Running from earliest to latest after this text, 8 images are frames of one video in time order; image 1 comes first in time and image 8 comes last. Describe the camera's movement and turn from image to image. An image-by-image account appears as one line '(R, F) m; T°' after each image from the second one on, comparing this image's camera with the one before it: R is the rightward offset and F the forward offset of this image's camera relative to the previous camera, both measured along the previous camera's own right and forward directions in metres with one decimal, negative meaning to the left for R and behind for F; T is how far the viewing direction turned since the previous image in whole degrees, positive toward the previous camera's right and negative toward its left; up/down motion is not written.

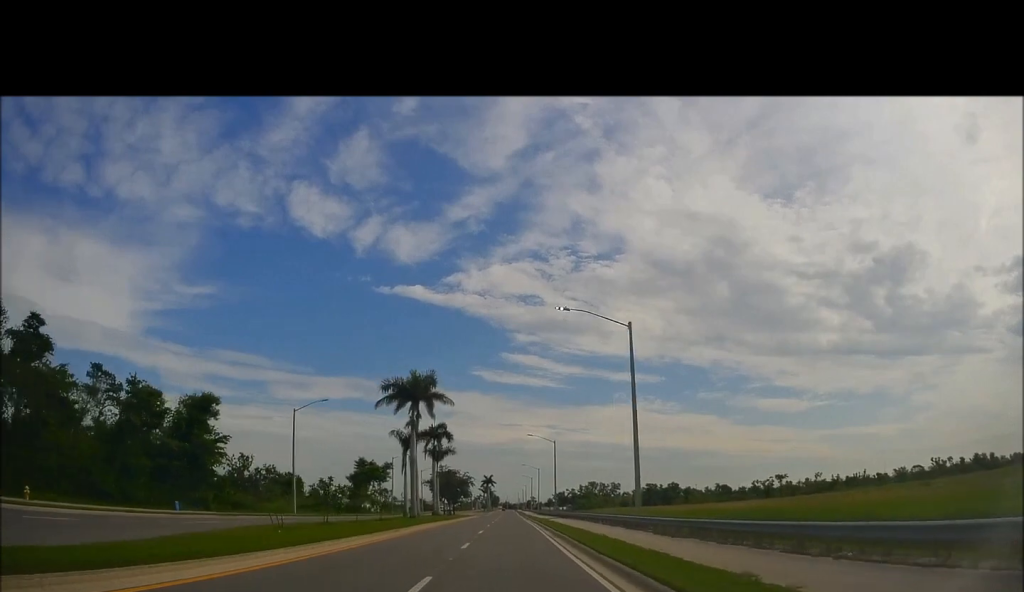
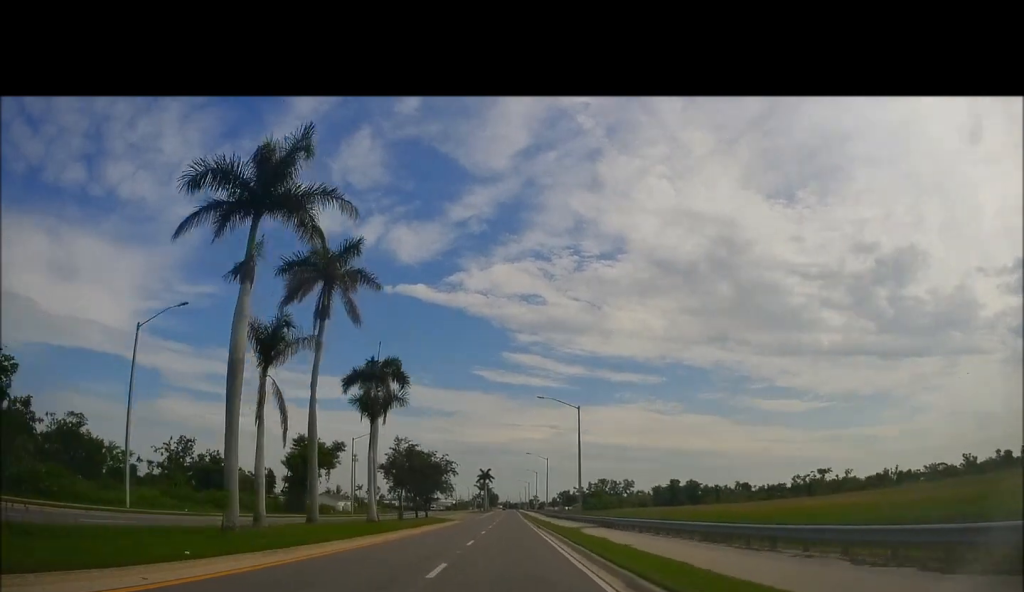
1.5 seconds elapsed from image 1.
(-0.2, +33.4) m; 0°
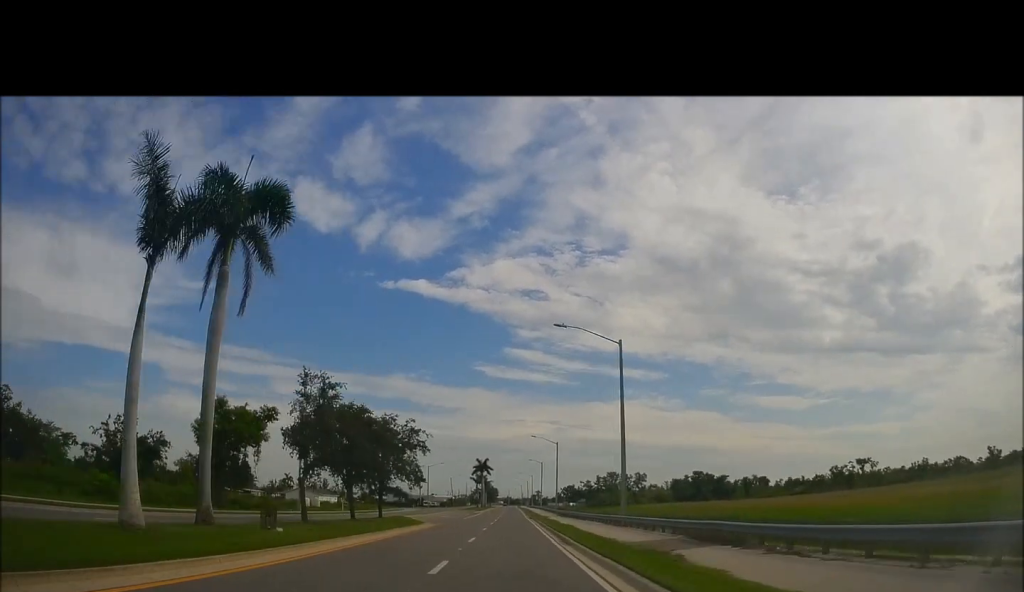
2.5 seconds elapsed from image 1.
(+0.5, +24.3) m; +1°
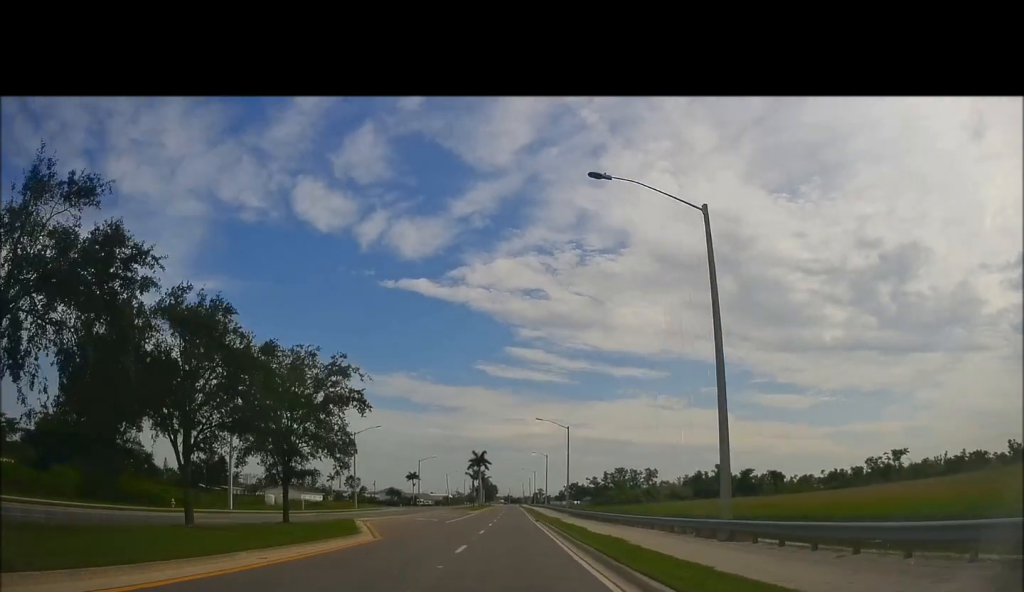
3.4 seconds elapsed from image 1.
(0.0, +18.8) m; -1°
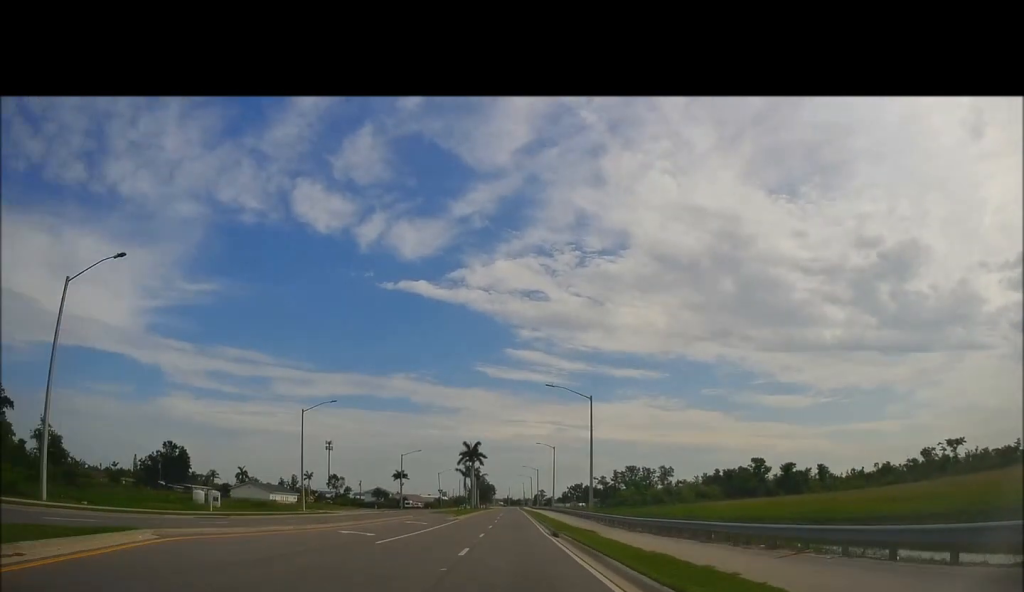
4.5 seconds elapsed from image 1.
(-0.5, +24.8) m; 0°
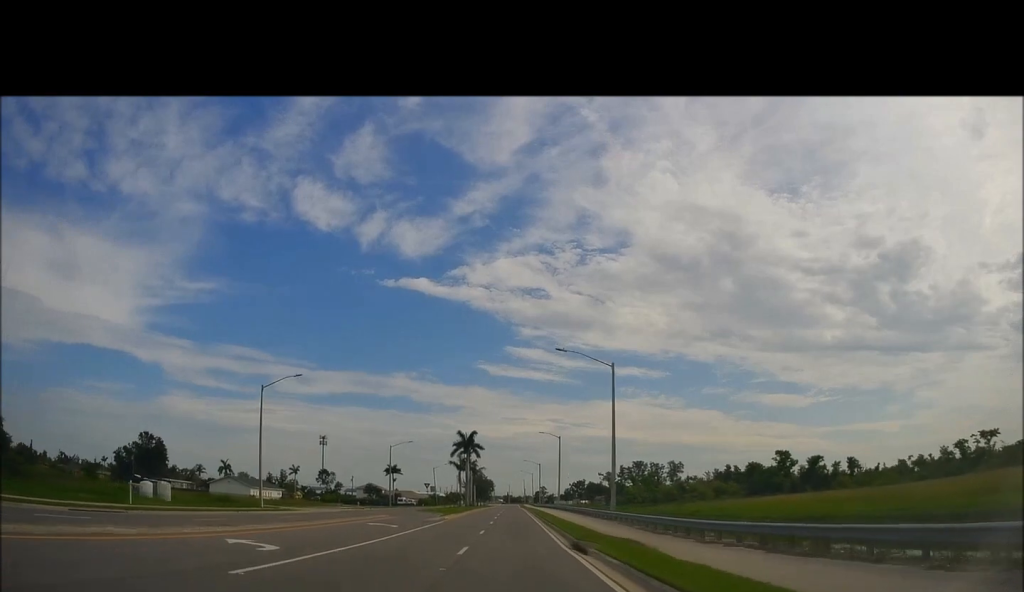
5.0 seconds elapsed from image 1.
(+0.3, +12.7) m; +1°
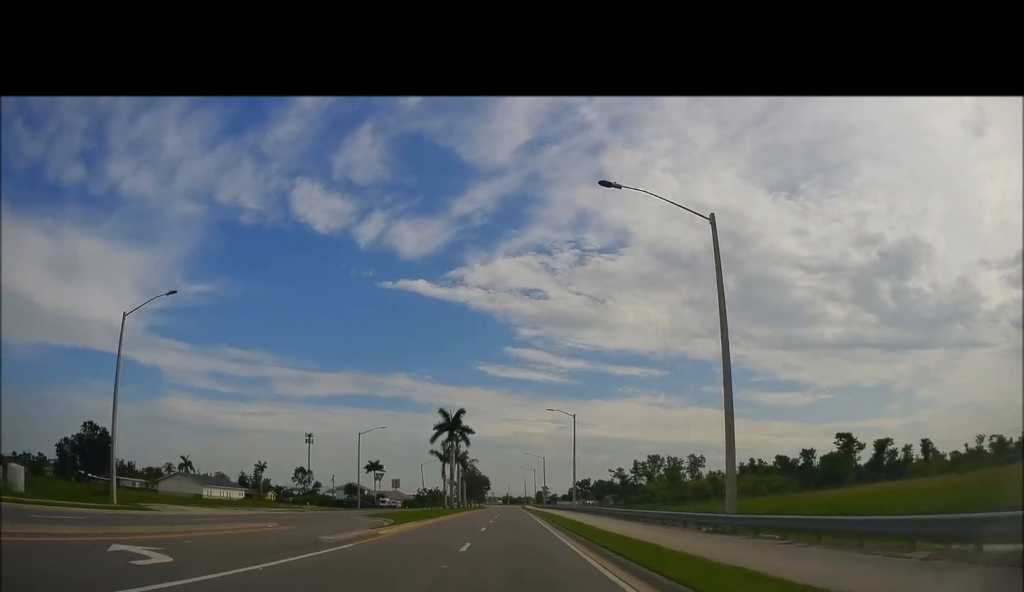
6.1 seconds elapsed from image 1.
(+0.2, +24.6) m; 0°
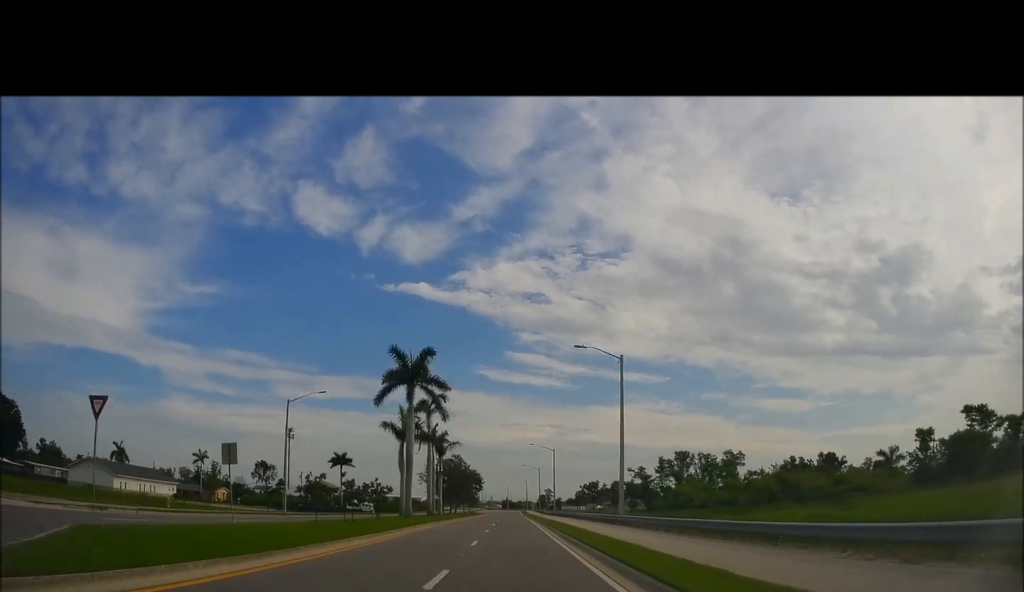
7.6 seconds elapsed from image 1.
(0.0, +32.0) m; 0°
